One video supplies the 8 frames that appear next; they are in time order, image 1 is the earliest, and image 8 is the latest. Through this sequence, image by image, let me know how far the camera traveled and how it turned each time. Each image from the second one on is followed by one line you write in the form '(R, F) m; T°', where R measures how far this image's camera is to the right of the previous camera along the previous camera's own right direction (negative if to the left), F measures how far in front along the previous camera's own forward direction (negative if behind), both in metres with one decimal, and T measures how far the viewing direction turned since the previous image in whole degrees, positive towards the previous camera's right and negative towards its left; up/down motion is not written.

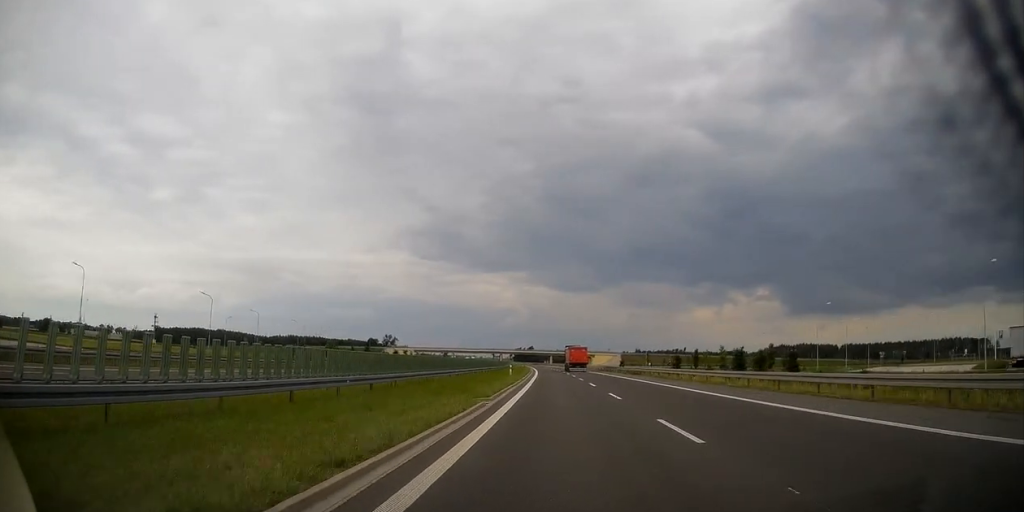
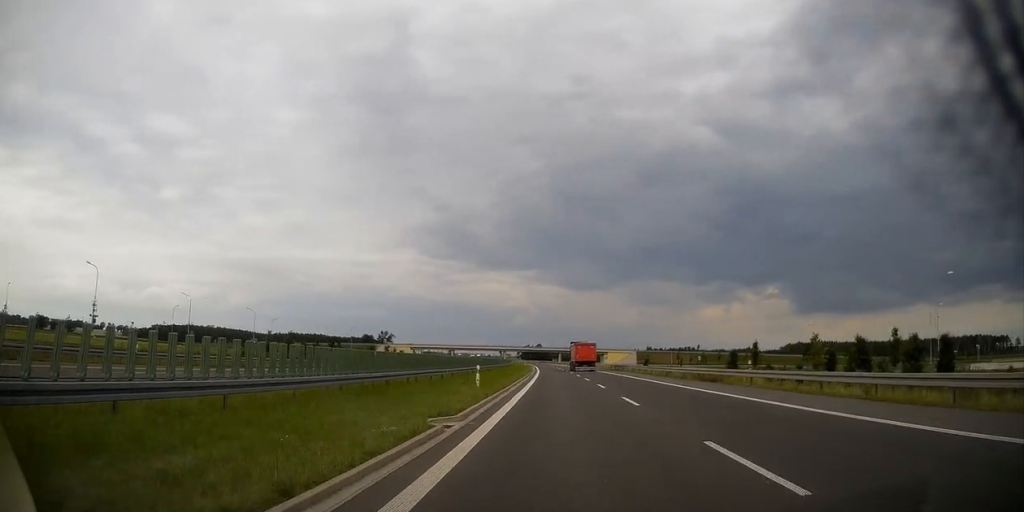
(0.0, +27.8) m; -1°
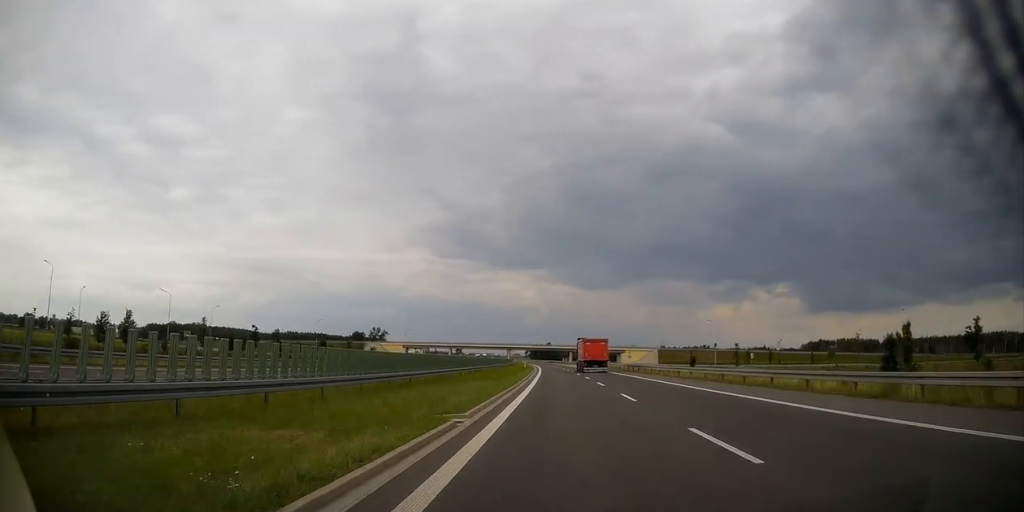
(-0.3, +34.3) m; -1°
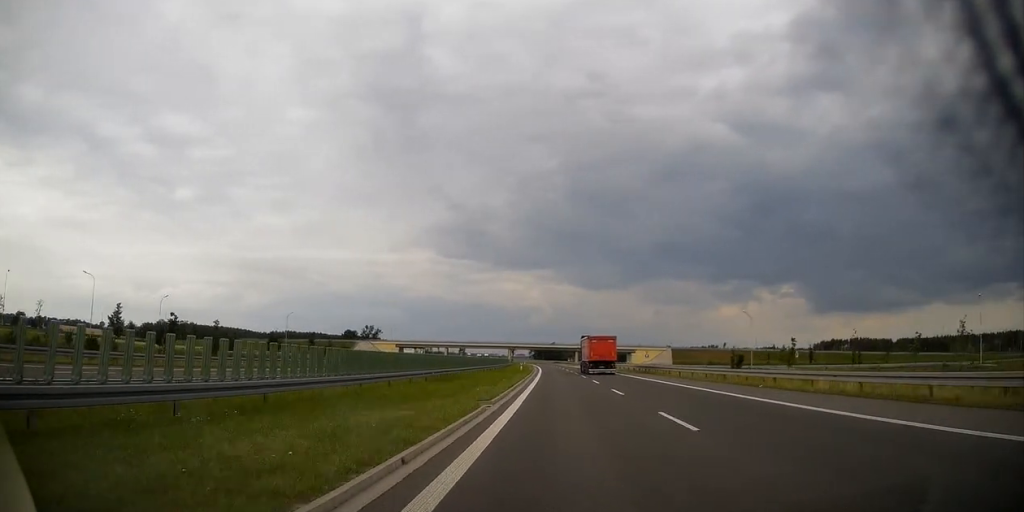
(-0.1, +20.3) m; 0°
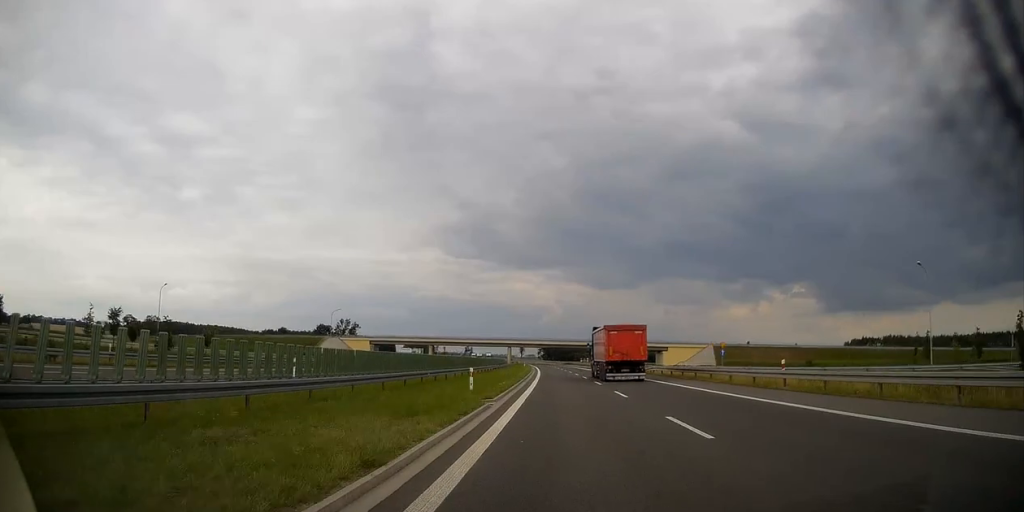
(-0.5, +49.4) m; -1°
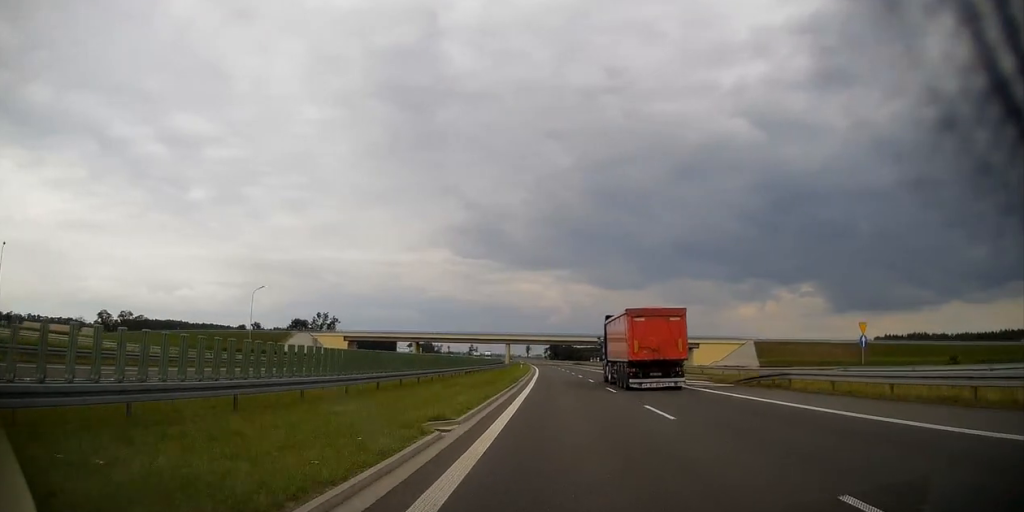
(-0.2, +32.8) m; -1°
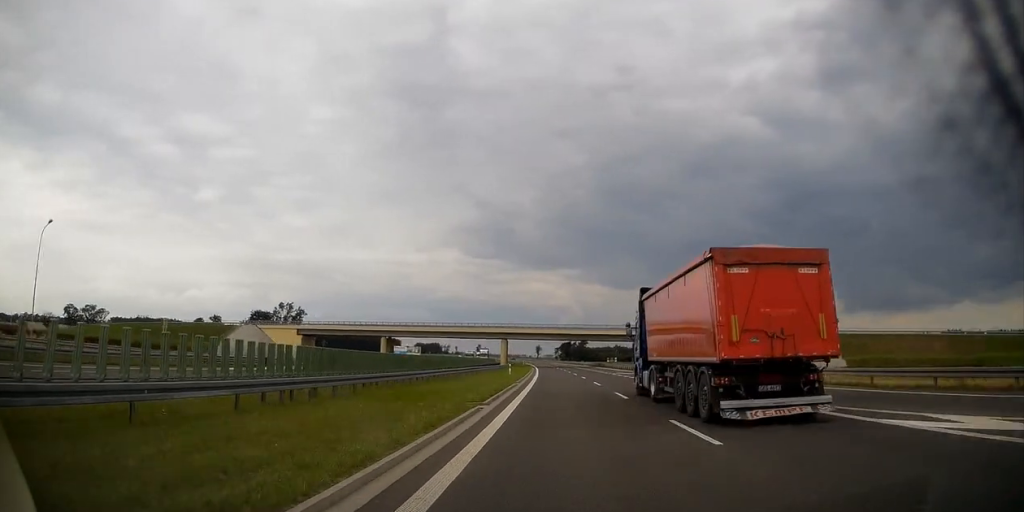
(-0.3, +40.2) m; -1°
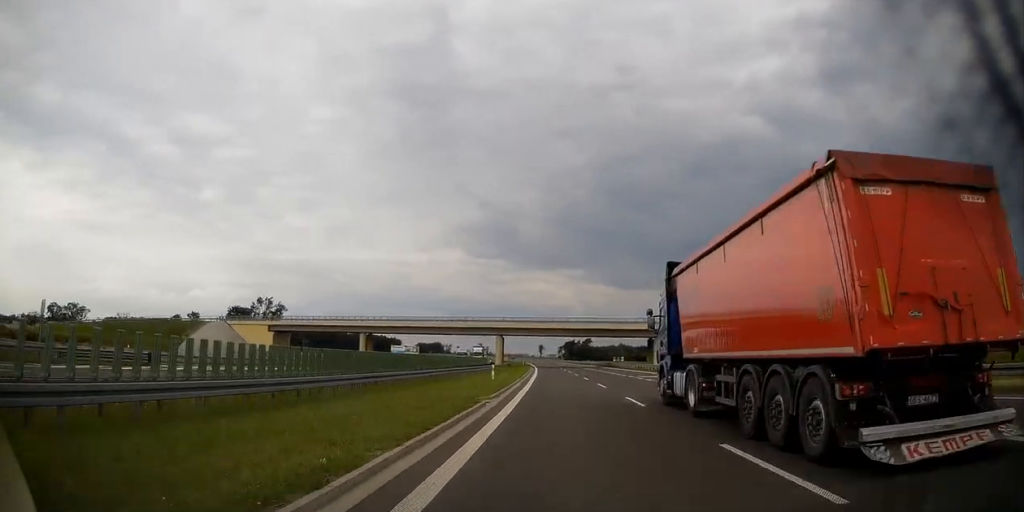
(0.0, +16.2) m; 0°
